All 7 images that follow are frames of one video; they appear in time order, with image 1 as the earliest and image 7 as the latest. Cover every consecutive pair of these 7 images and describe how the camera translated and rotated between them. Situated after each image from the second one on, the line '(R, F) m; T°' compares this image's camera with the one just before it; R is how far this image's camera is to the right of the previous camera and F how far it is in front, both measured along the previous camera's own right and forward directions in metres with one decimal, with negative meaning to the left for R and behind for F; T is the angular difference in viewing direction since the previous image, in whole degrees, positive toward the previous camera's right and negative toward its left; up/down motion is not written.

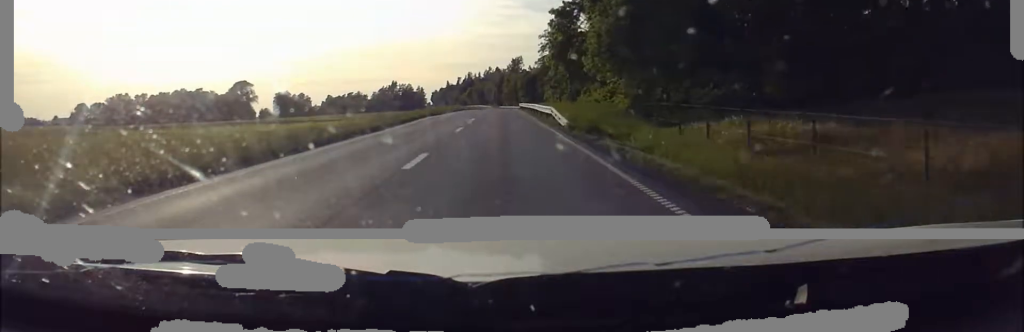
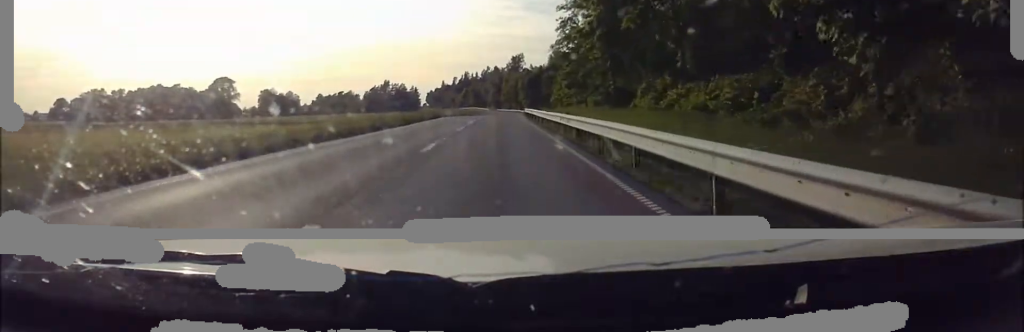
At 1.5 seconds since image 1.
(-0.1, +31.9) m; 0°
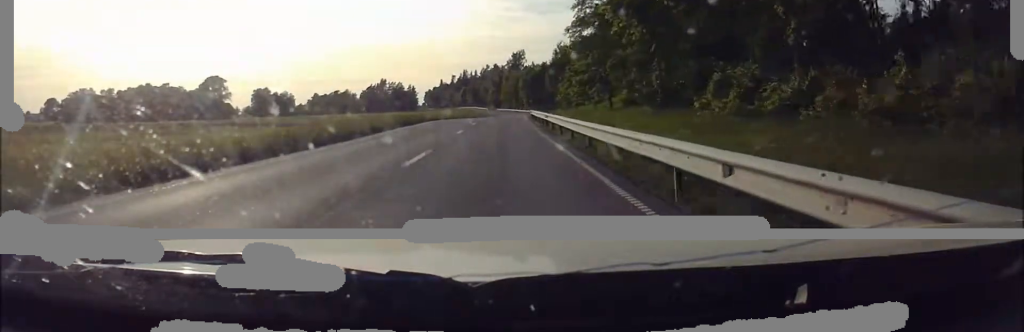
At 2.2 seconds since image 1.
(0.0, +14.8) m; 0°
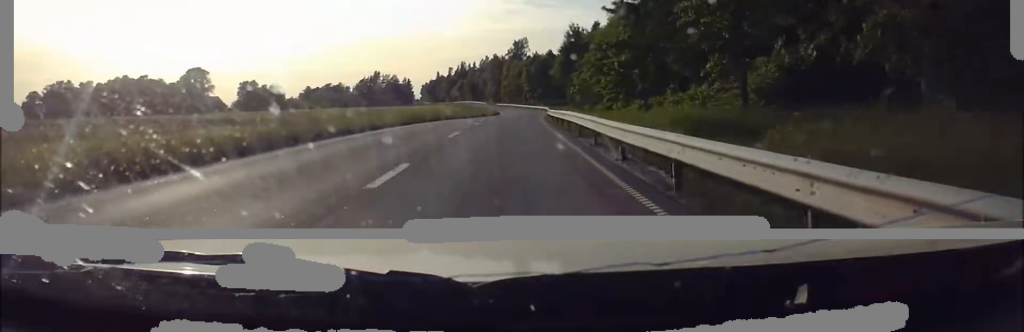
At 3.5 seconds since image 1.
(+0.1, +27.3) m; +1°
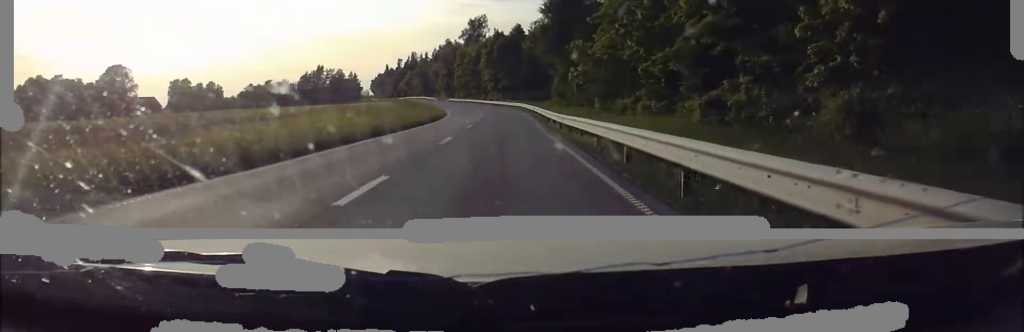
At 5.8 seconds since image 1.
(+0.6, +47.5) m; +1°
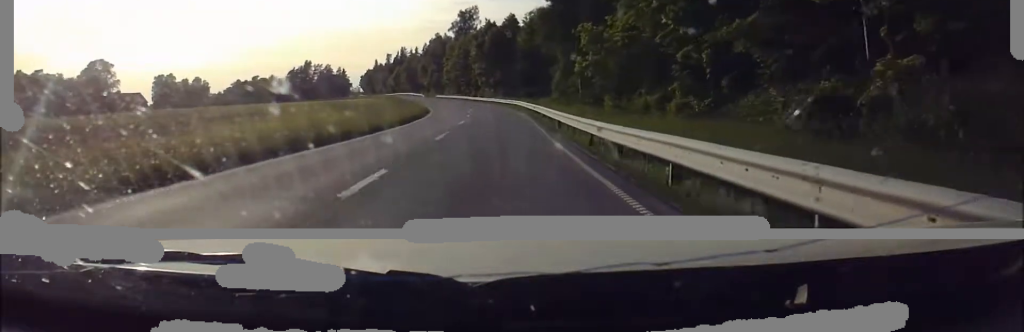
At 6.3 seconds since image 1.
(0.0, +11.2) m; 0°
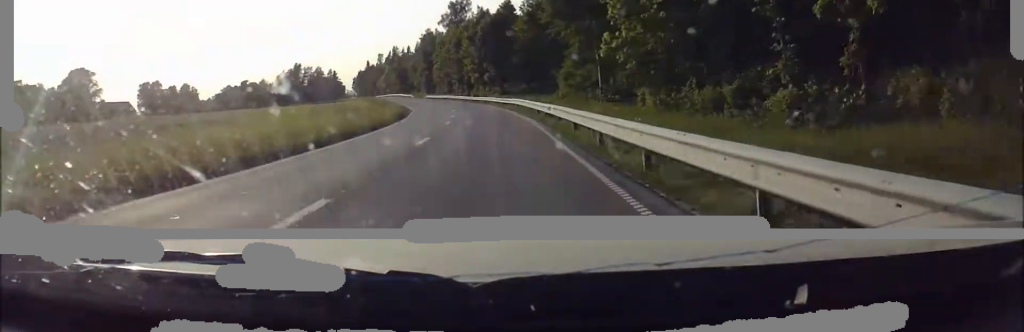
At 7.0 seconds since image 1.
(+0.1, +14.8) m; 0°
